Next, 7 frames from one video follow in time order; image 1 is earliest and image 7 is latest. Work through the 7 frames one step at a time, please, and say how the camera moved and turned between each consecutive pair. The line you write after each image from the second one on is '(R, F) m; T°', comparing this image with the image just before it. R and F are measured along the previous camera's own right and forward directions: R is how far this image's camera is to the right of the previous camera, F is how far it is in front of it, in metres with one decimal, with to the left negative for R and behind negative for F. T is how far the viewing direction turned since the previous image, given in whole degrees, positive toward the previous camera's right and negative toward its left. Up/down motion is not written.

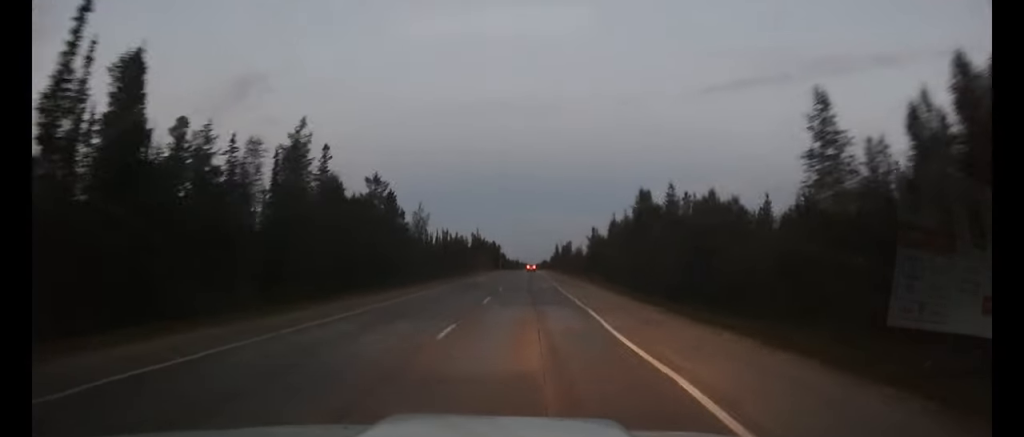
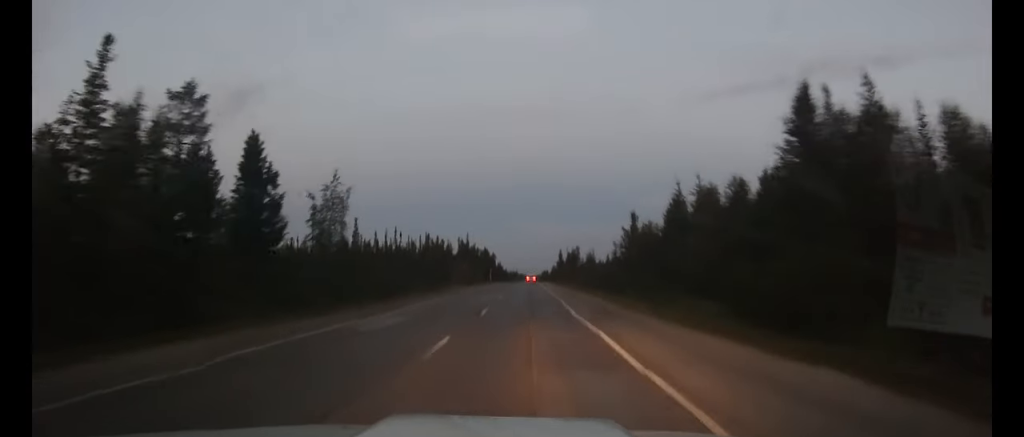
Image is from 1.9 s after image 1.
(0.0, +35.1) m; 0°
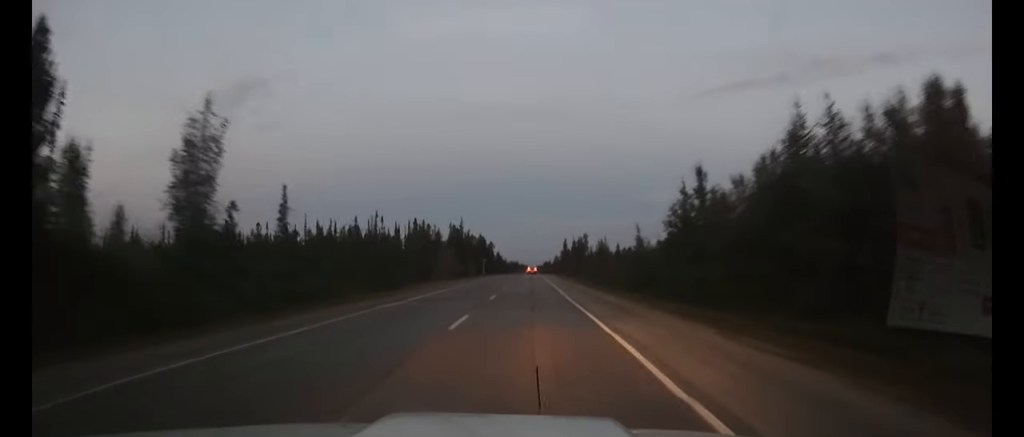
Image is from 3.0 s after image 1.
(0.0, +20.5) m; 0°
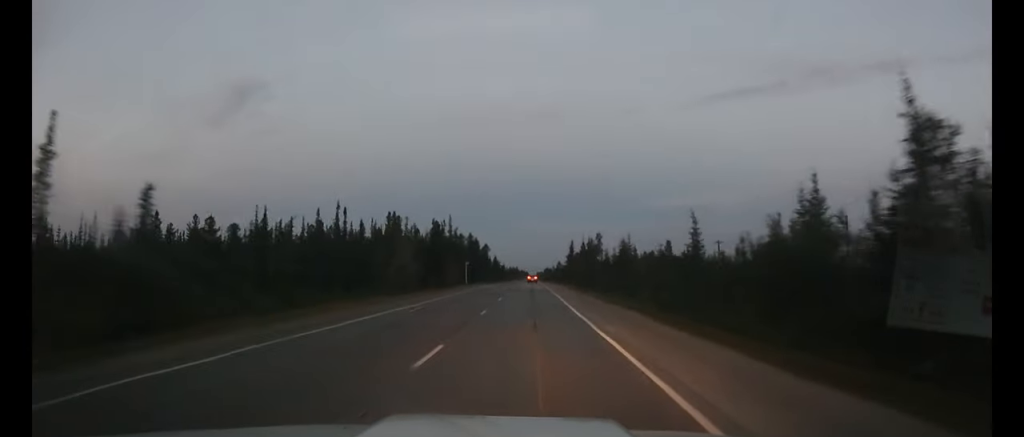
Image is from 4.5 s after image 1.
(-0.1, +27.6) m; 0°
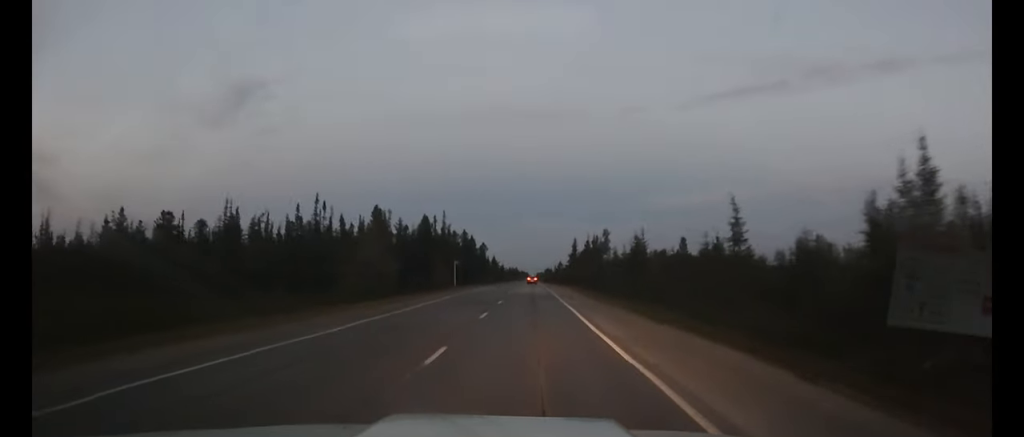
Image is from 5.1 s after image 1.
(0.0, +11.0) m; 0°
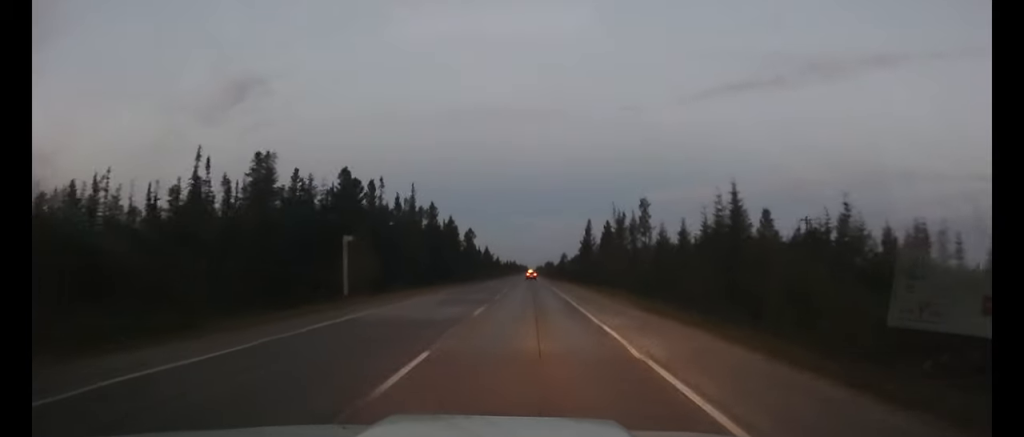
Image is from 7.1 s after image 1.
(0.0, +36.5) m; 0°
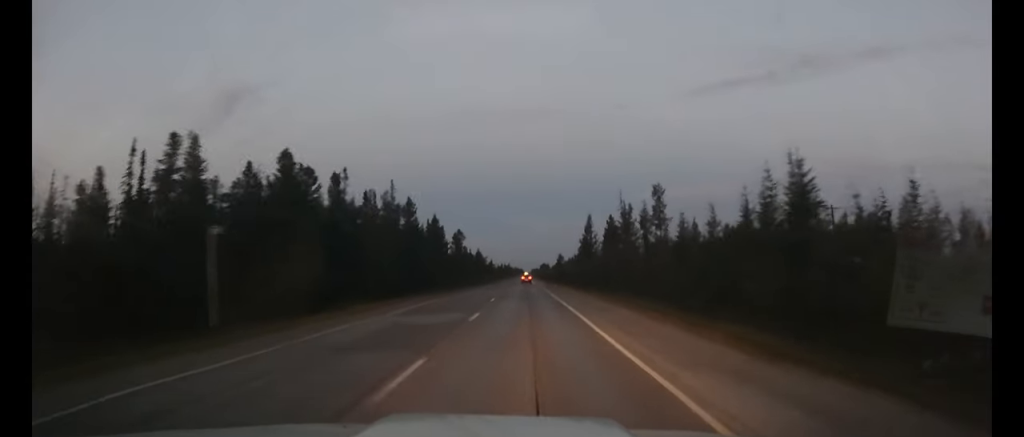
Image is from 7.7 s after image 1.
(0.0, +11.0) m; 0°
